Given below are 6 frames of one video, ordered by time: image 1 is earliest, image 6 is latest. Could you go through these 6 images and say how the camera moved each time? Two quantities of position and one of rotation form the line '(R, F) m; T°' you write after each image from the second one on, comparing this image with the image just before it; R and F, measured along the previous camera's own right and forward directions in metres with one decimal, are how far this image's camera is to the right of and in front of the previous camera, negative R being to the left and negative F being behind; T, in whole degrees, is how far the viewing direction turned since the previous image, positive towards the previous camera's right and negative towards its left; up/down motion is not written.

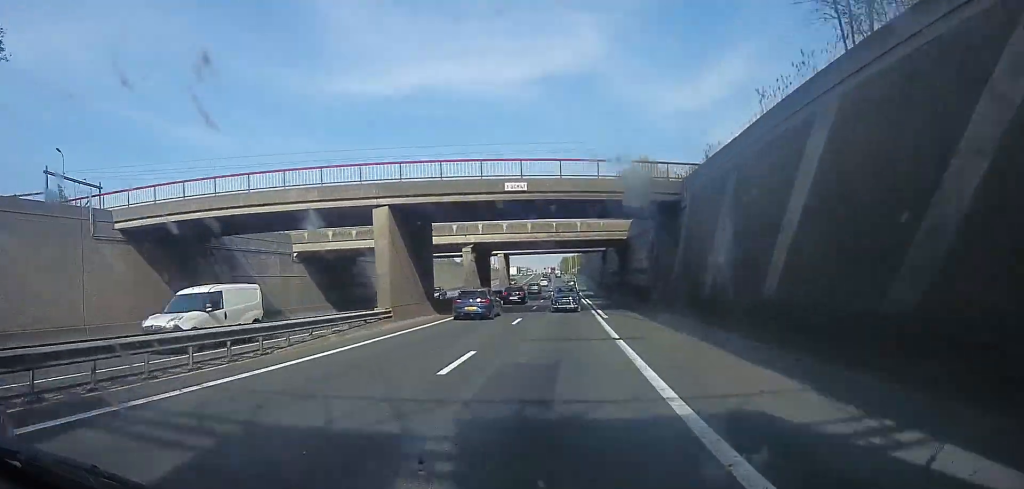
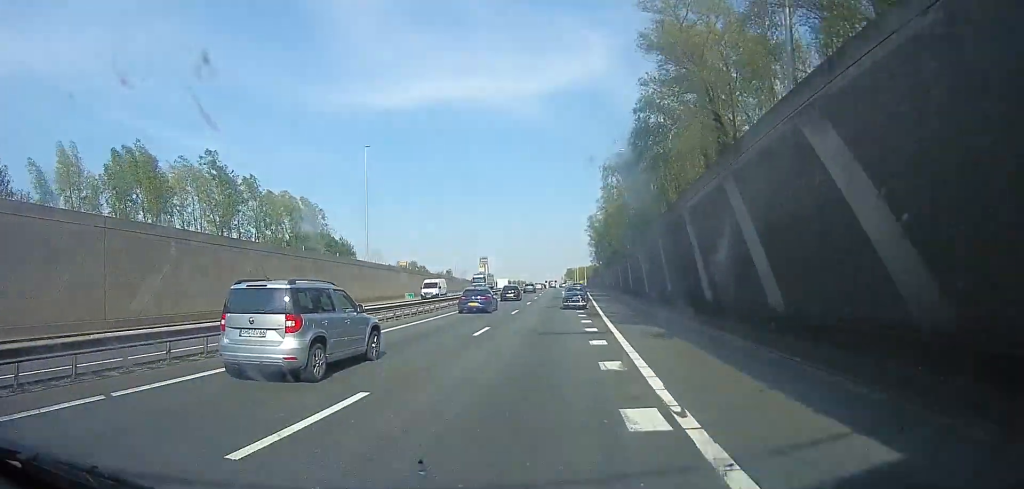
(-0.5, +72.5) m; 0°
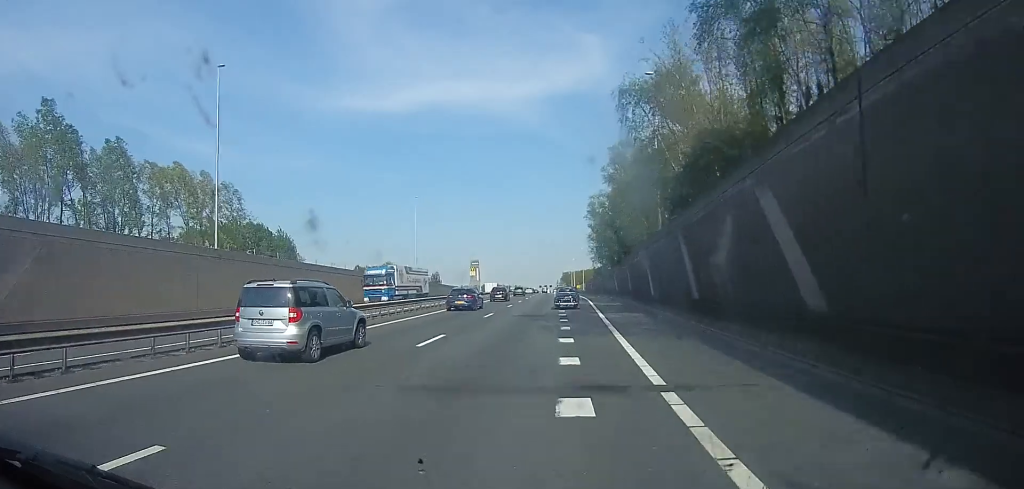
(0.0, +26.7) m; 0°
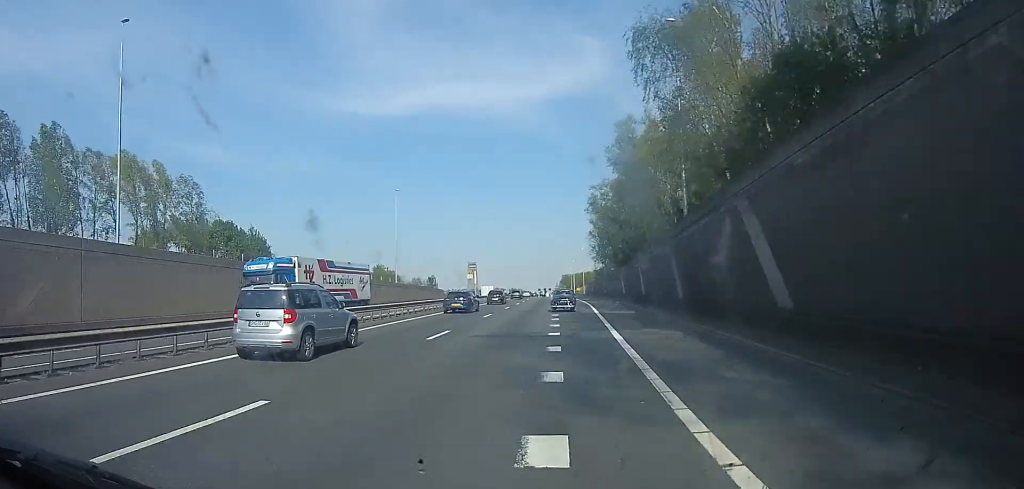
(0.0, +9.5) m; 0°
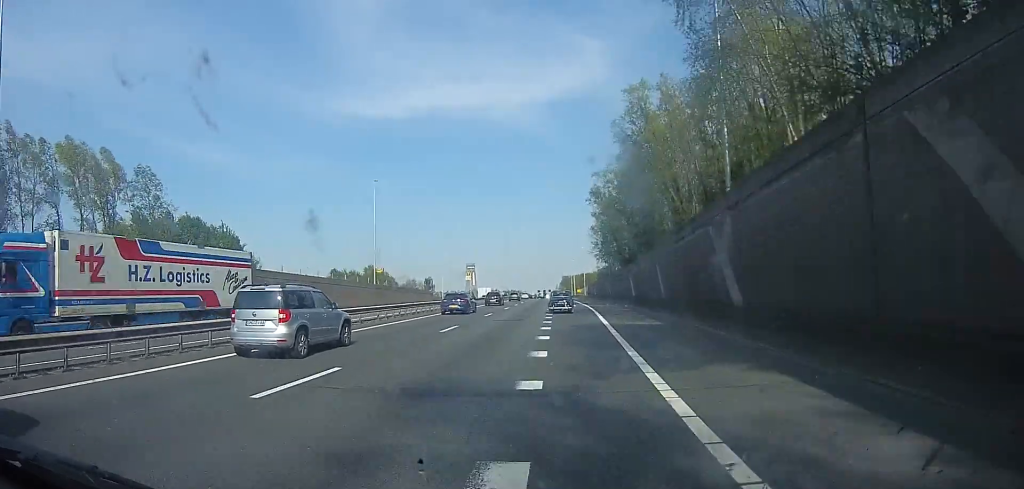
(0.0, +8.7) m; 0°
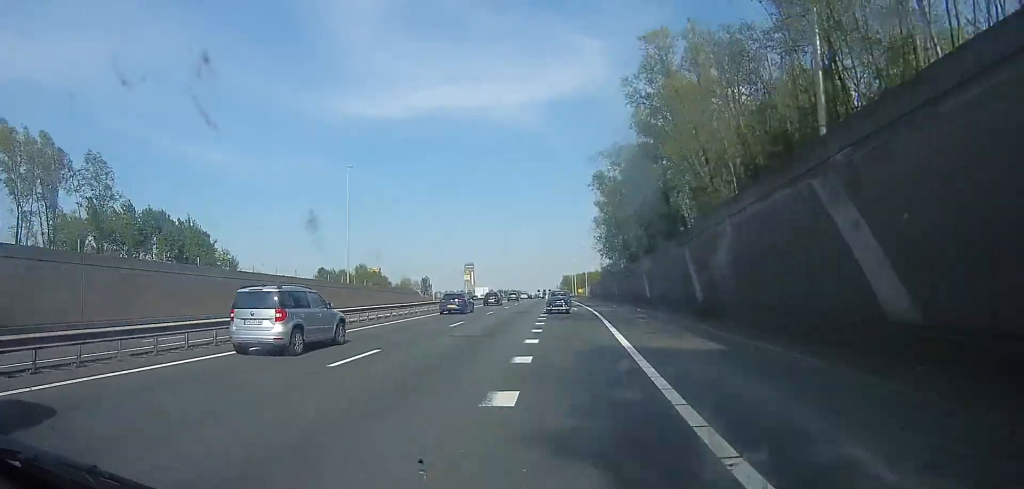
(0.0, +8.8) m; 0°
